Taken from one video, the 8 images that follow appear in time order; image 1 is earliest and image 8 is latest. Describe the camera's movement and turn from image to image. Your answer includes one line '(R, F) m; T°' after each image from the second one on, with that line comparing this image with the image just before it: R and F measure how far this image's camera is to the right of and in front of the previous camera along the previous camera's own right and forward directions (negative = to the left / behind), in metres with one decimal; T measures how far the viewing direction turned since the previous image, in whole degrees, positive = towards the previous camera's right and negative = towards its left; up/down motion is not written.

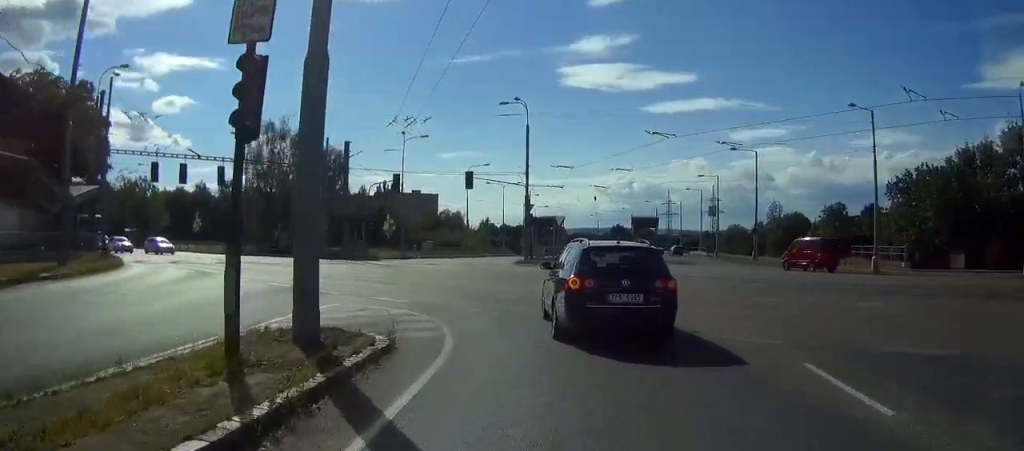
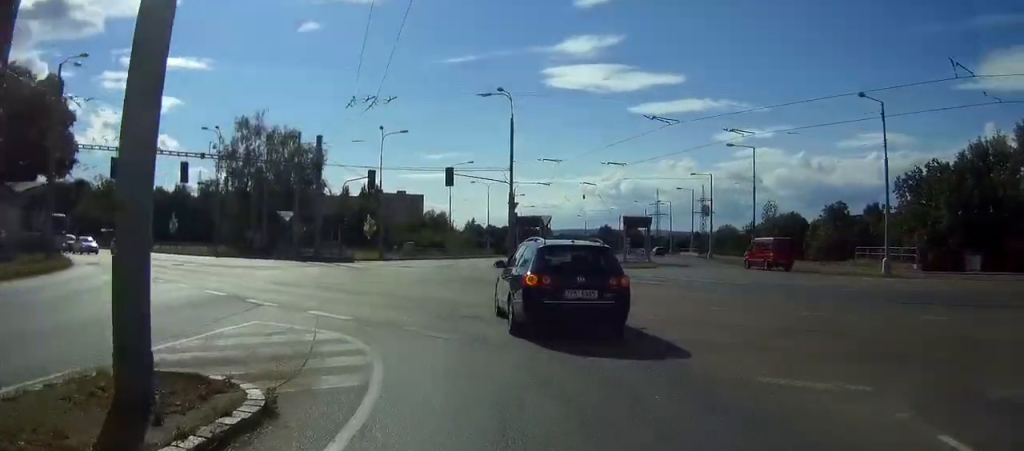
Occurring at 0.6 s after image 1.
(0.0, +3.2) m; 0°
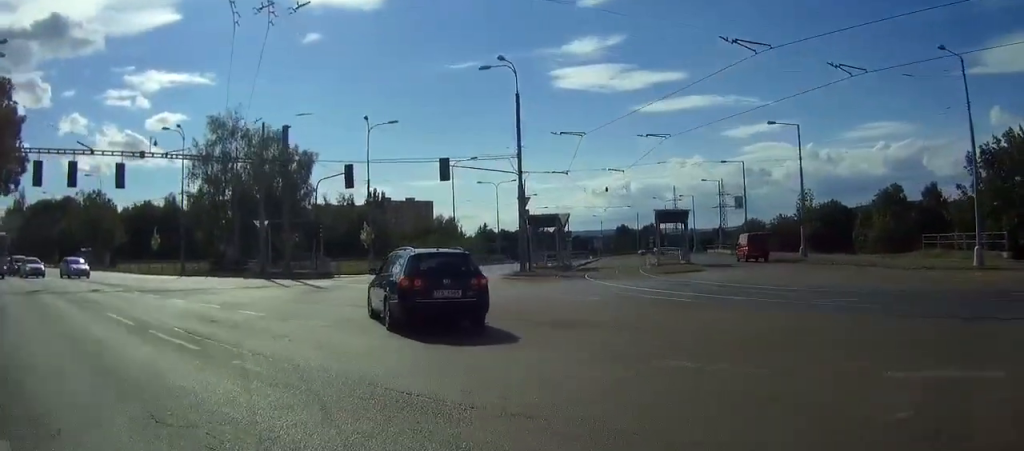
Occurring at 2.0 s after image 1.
(+0.1, +9.1) m; +1°
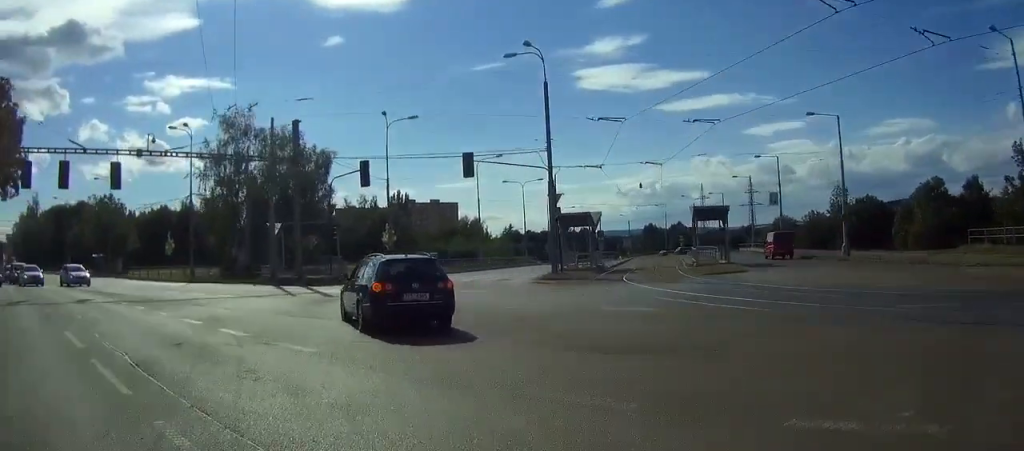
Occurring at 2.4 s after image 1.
(0.0, +3.0) m; 0°
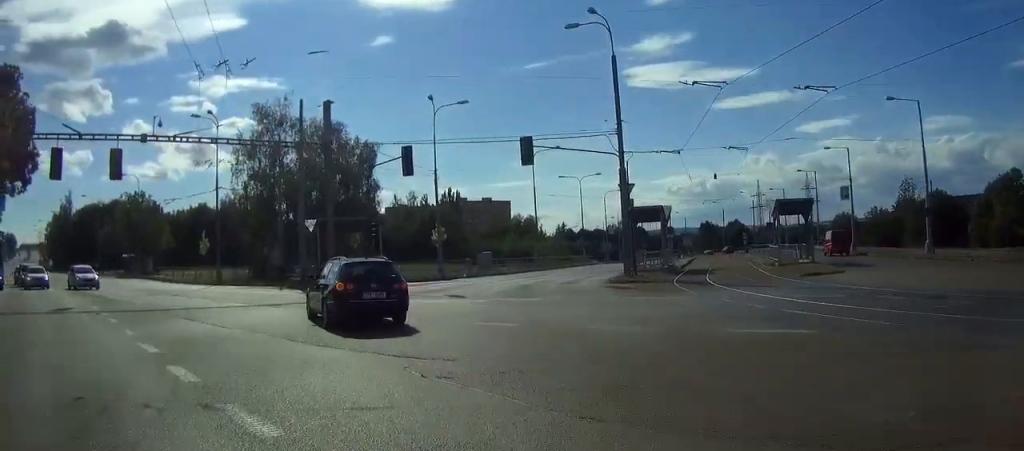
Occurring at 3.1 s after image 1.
(-0.1, +5.1) m; -4°
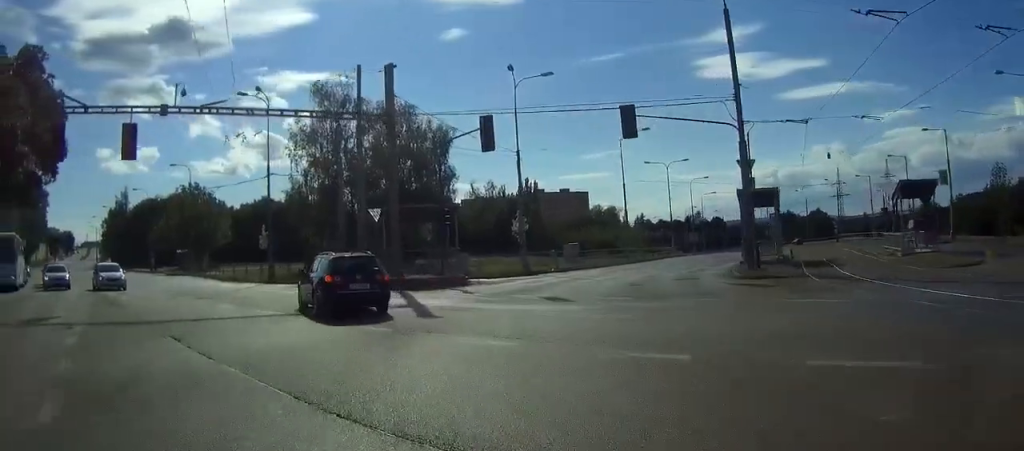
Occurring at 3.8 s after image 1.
(-0.2, +5.5) m; -6°
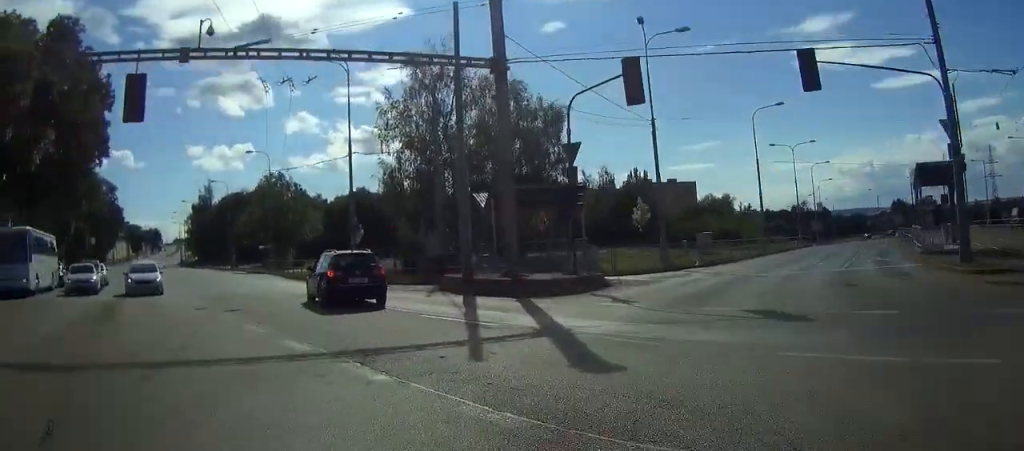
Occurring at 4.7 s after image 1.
(-0.6, +7.4) m; -8°
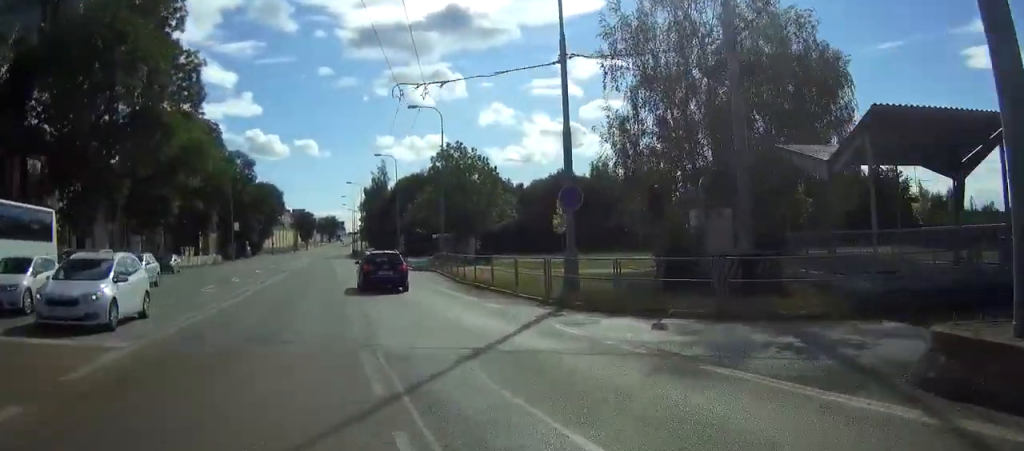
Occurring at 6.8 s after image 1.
(-2.9, +17.9) m; -20°
